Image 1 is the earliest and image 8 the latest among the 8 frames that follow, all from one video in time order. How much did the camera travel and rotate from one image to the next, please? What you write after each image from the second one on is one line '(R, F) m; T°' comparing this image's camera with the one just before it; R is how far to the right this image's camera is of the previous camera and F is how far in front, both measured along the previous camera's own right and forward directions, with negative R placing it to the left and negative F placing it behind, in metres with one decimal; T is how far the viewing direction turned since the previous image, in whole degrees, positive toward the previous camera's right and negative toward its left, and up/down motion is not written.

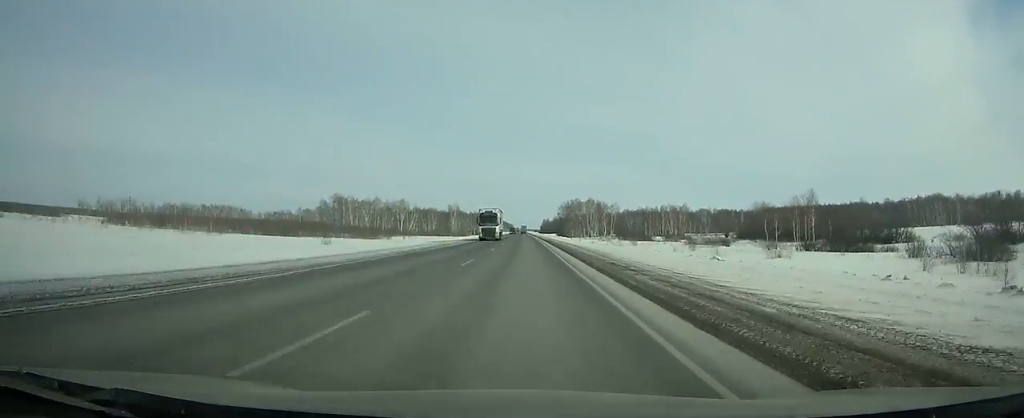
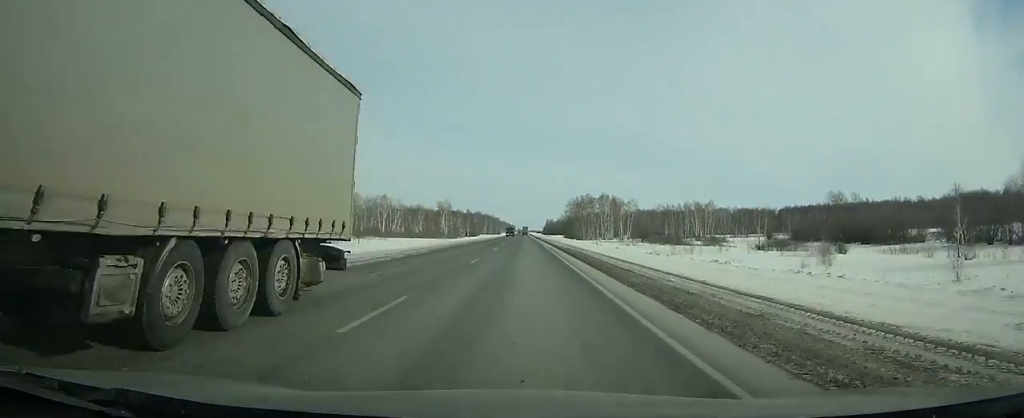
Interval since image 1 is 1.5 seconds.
(-0.2, +45.9) m; 0°
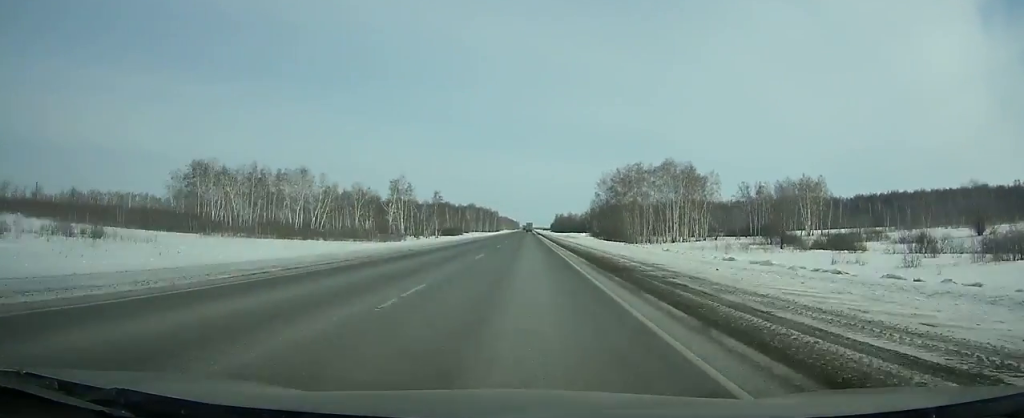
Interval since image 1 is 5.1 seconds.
(-0.9, +110.3) m; -1°
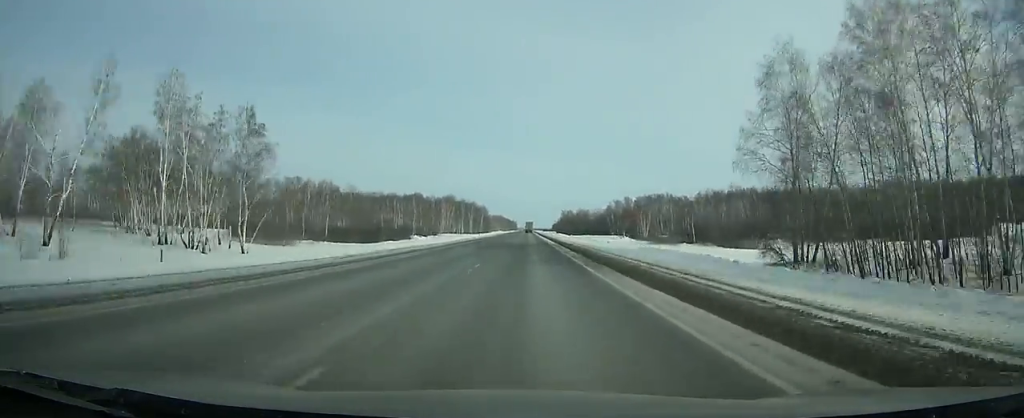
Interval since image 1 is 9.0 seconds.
(-0.4, +119.0) m; 0°
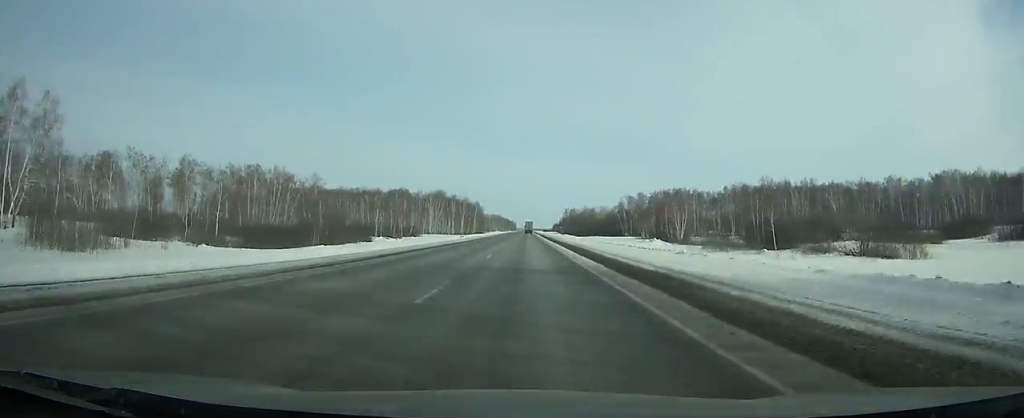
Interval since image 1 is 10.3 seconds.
(0.0, +39.1) m; 0°
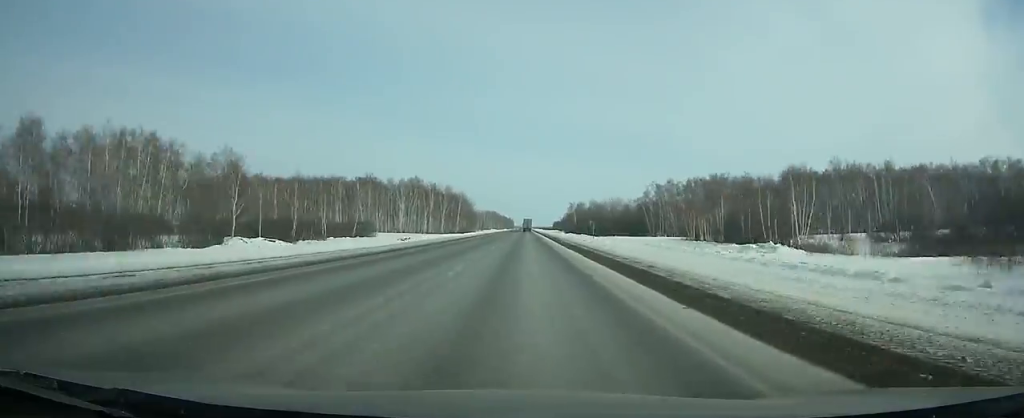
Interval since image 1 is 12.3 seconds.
(+0.1, +59.9) m; 0°
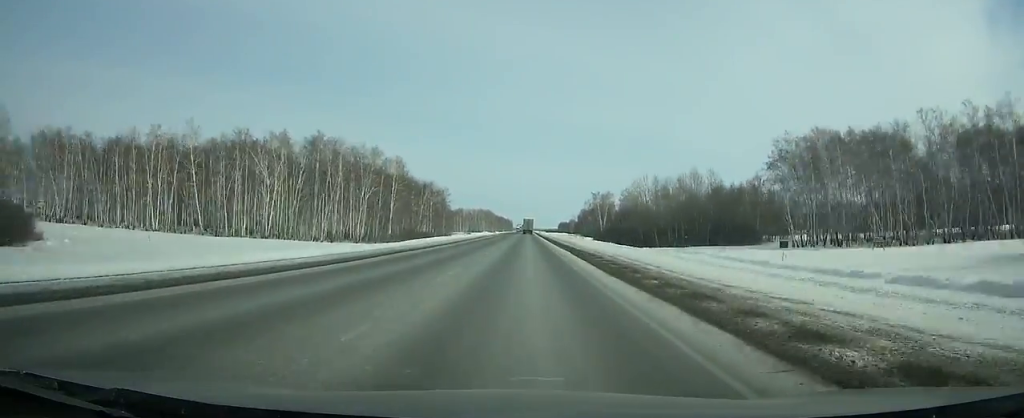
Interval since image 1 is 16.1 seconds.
(-0.1, +110.4) m; 0°
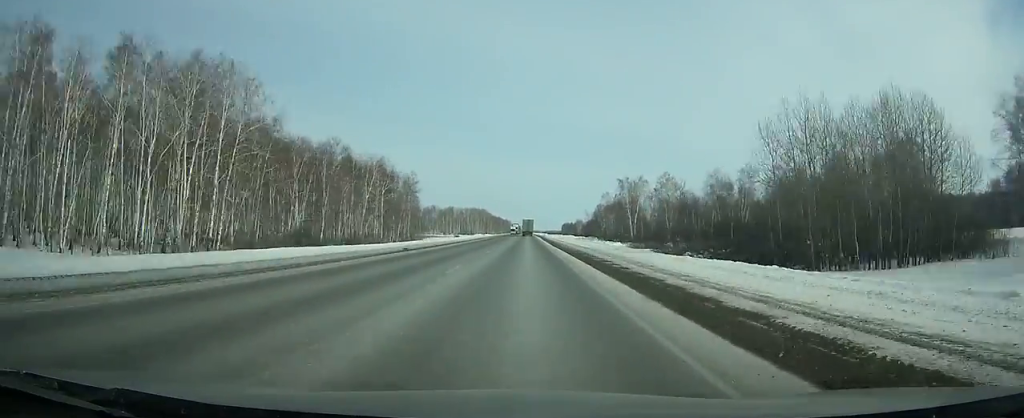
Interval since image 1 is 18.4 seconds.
(+0.1, +65.5) m; 0°
